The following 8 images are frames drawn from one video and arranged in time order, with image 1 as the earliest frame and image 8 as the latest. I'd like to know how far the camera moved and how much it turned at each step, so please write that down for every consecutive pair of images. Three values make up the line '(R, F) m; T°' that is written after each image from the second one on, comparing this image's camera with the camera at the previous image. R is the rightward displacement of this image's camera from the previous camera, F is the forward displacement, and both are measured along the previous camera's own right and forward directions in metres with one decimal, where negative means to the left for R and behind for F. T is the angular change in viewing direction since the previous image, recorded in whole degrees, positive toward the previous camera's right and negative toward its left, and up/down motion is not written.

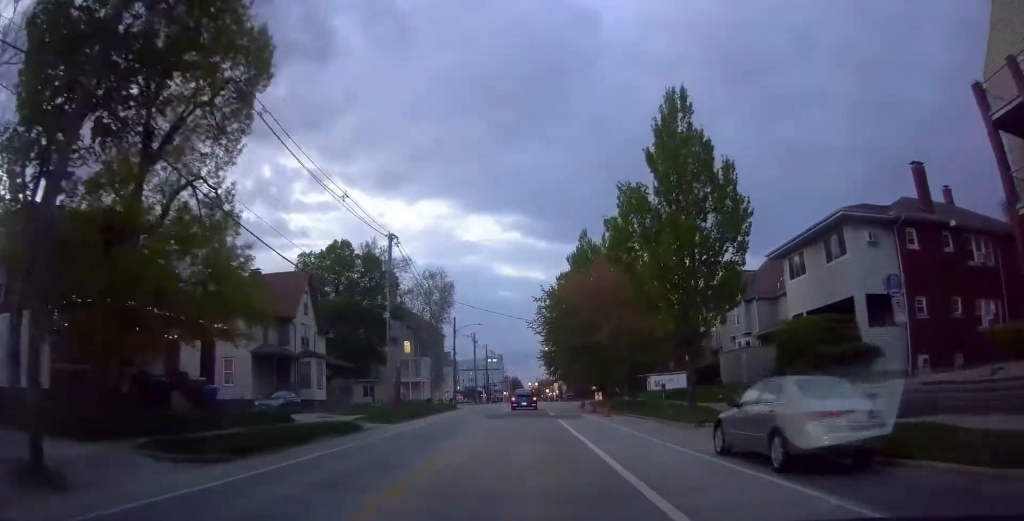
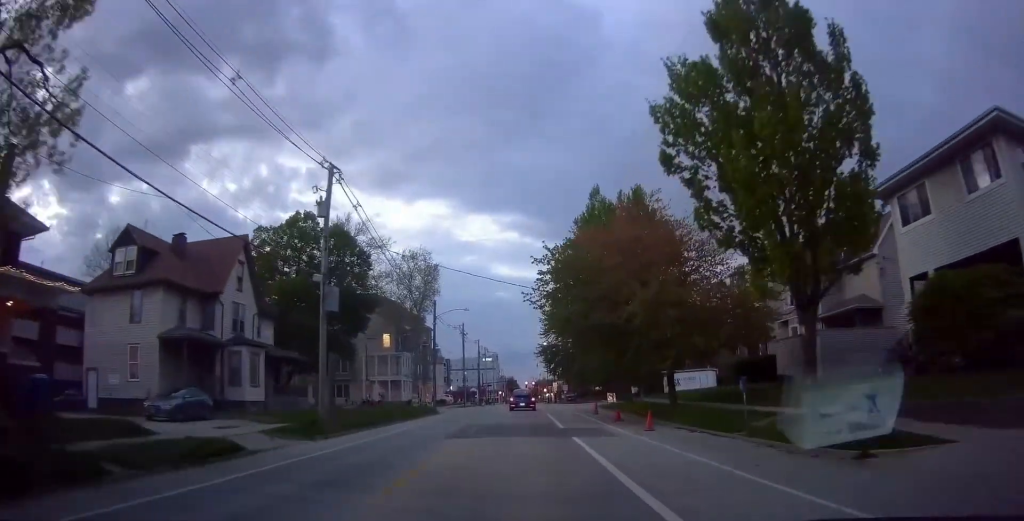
(0.0, +10.9) m; 0°
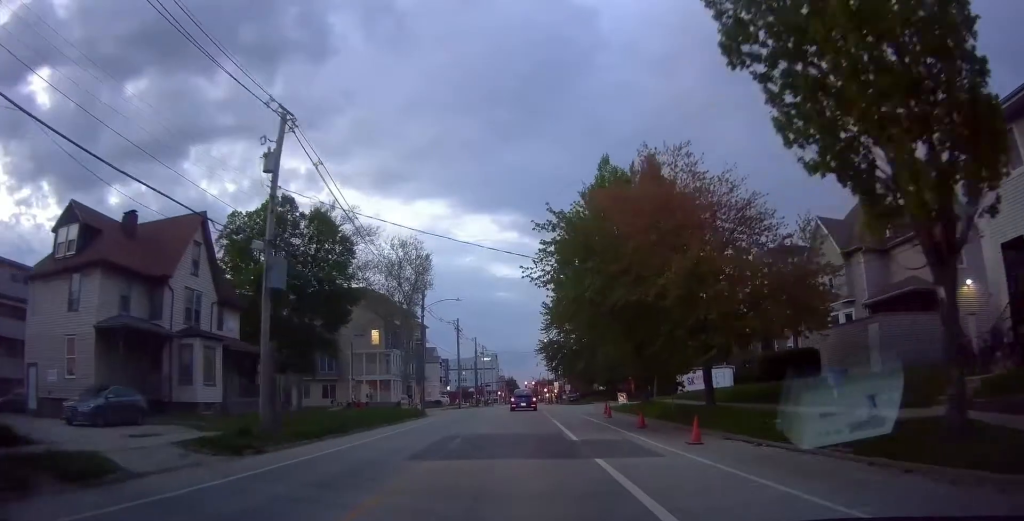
(0.0, +5.7) m; 0°
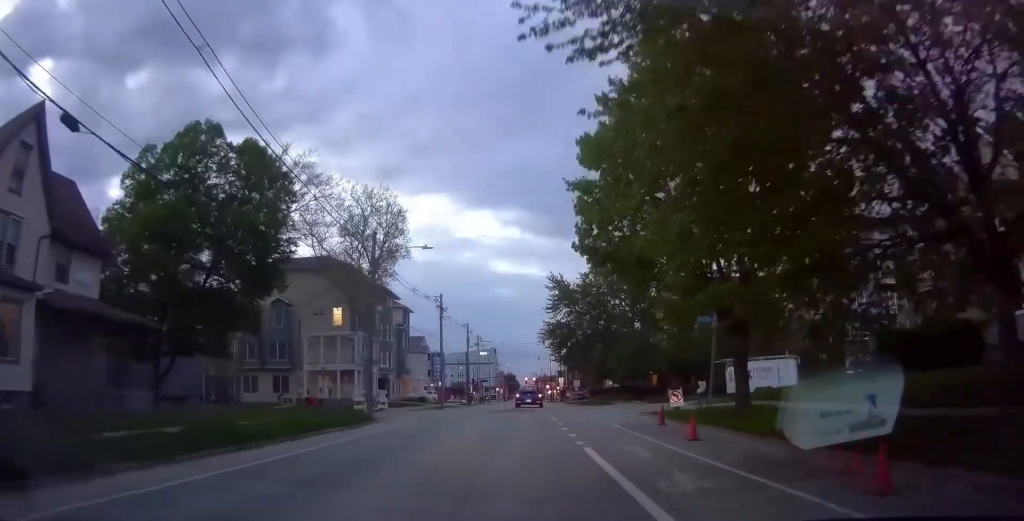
(0.0, +14.7) m; 0°
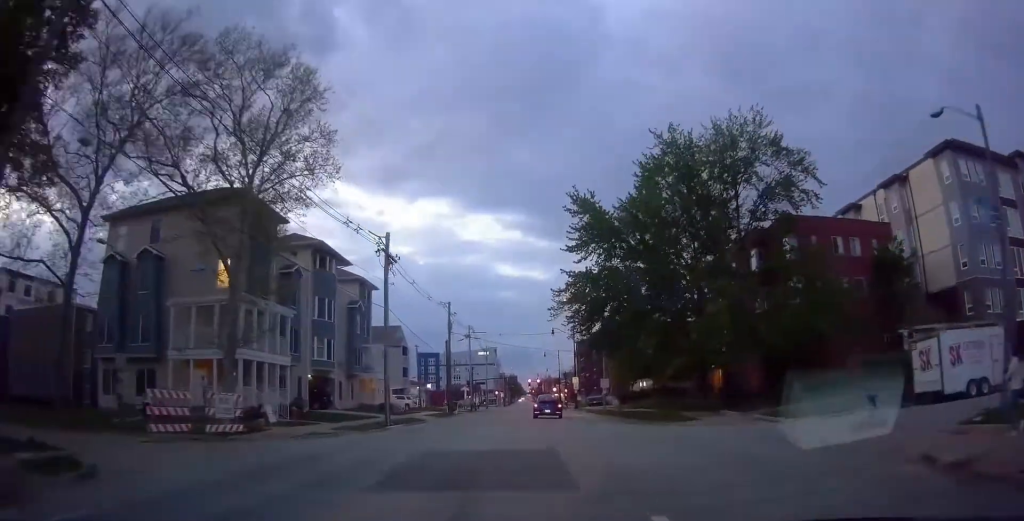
(0.0, +22.9) m; 0°
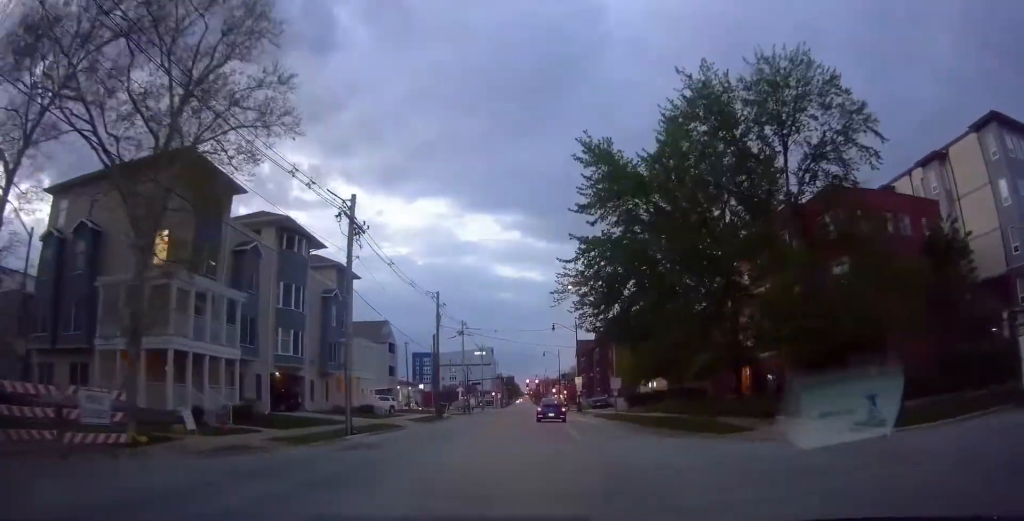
(0.0, +6.6) m; 0°
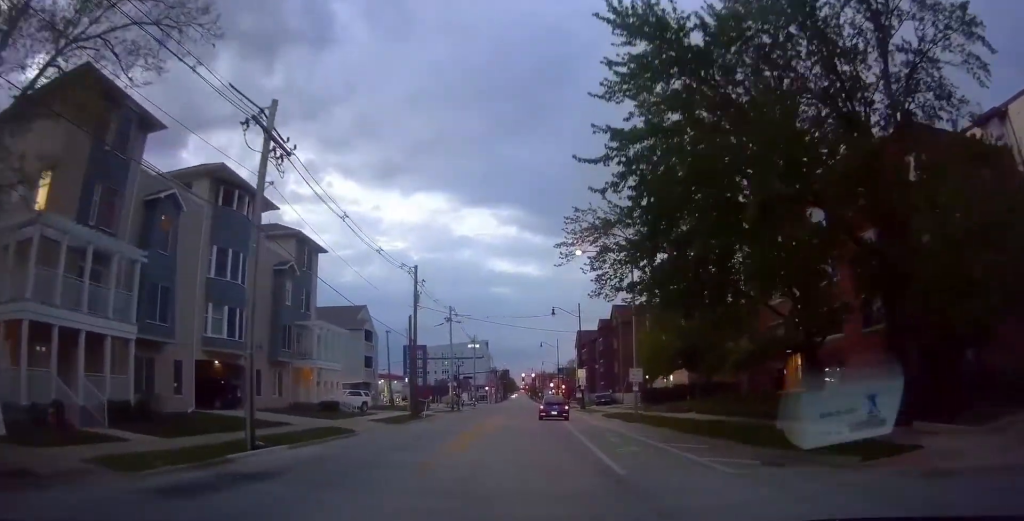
(0.0, +9.0) m; 0°
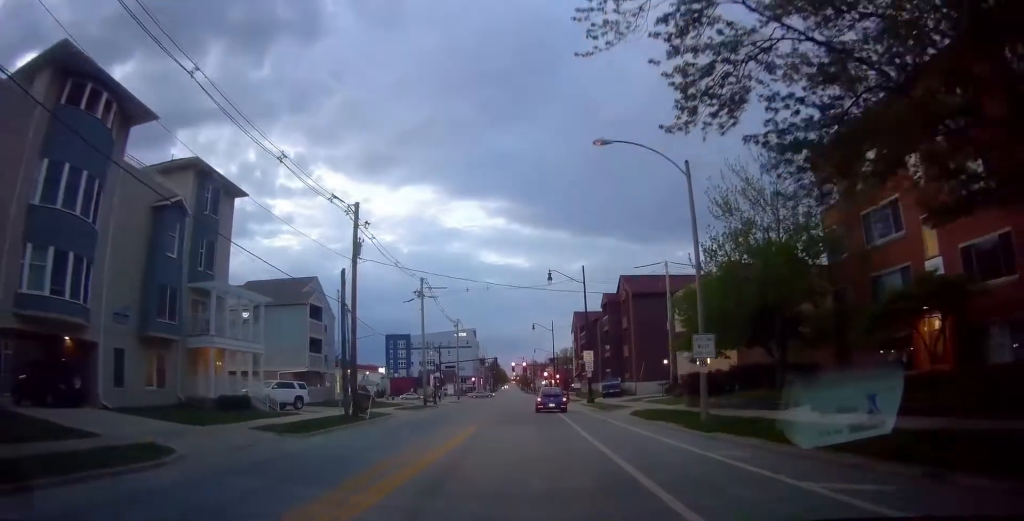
(0.0, +14.0) m; 0°
